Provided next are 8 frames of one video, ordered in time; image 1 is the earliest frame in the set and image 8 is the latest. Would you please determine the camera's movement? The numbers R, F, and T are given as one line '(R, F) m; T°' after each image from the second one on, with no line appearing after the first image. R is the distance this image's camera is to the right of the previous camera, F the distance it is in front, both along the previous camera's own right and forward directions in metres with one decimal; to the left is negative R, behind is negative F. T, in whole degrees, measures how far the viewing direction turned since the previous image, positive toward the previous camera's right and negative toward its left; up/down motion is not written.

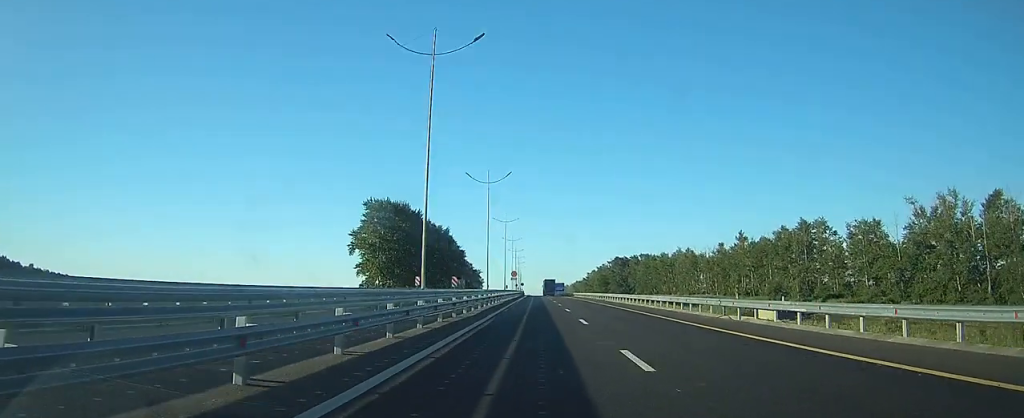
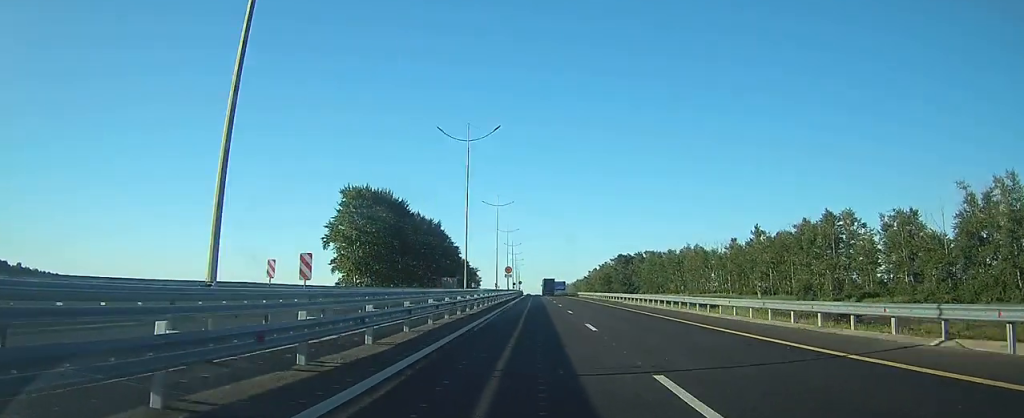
(0.0, +15.4) m; 0°
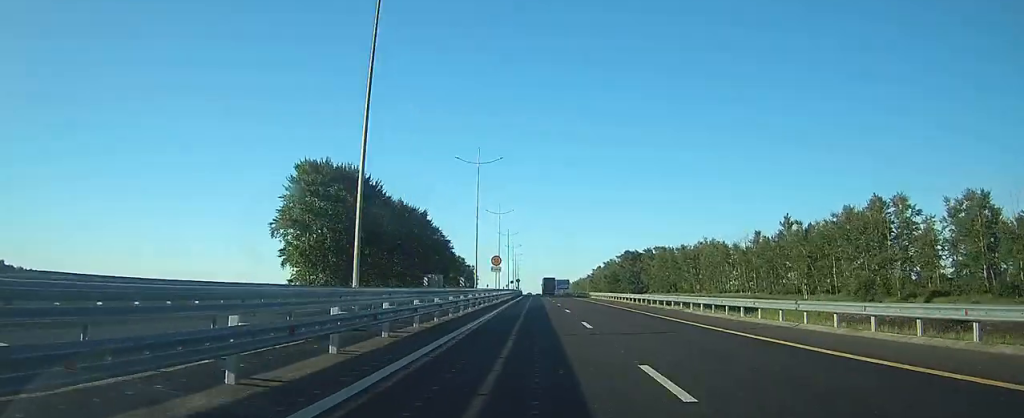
(0.0, +22.8) m; +1°
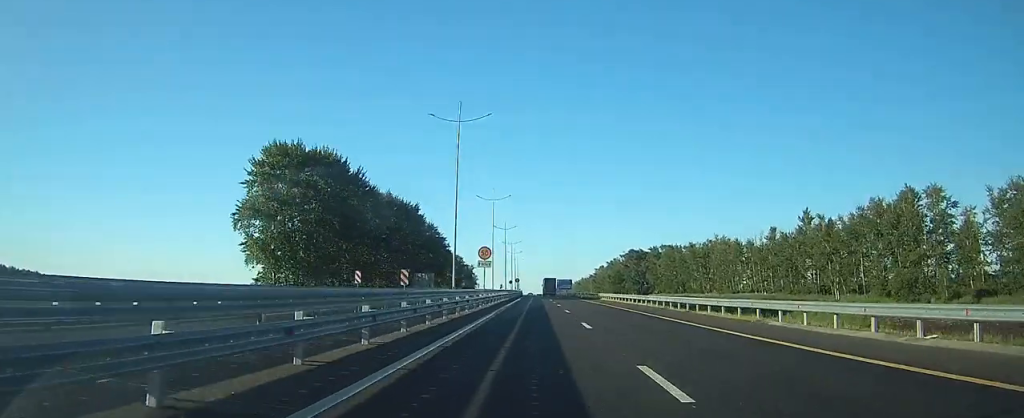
(-0.1, +11.9) m; +1°
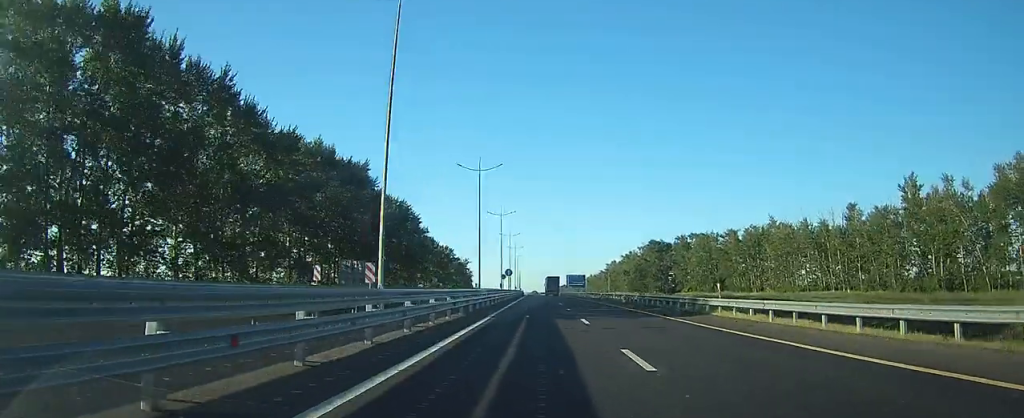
(-0.7, +45.5) m; -3°
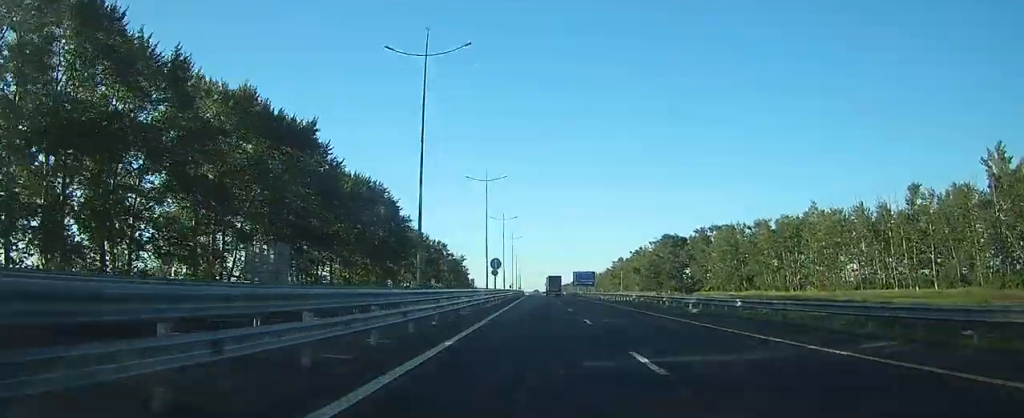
(-0.2, +24.5) m; 0°
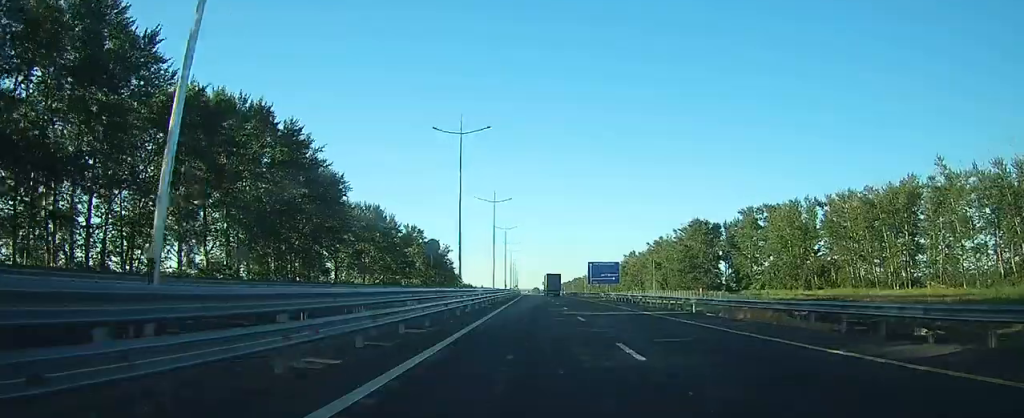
(+0.4, +46.5) m; 0°
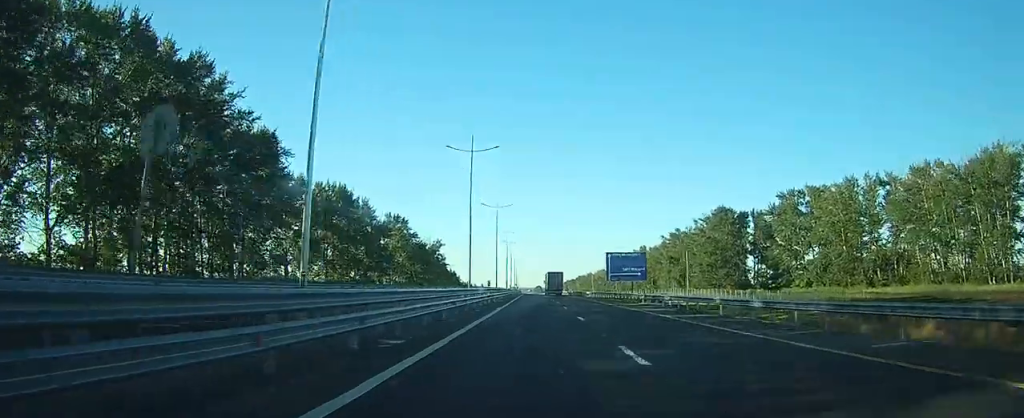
(-0.1, +24.8) m; 0°
